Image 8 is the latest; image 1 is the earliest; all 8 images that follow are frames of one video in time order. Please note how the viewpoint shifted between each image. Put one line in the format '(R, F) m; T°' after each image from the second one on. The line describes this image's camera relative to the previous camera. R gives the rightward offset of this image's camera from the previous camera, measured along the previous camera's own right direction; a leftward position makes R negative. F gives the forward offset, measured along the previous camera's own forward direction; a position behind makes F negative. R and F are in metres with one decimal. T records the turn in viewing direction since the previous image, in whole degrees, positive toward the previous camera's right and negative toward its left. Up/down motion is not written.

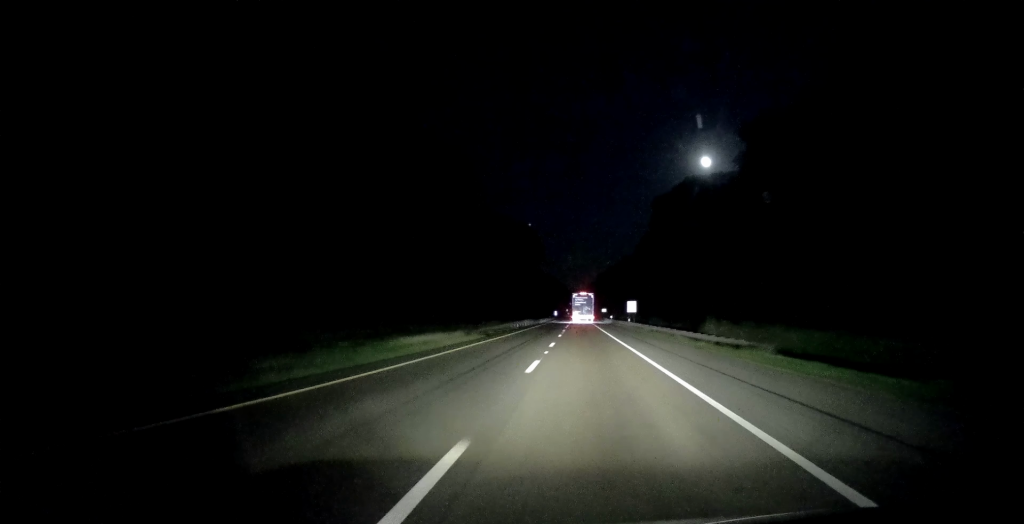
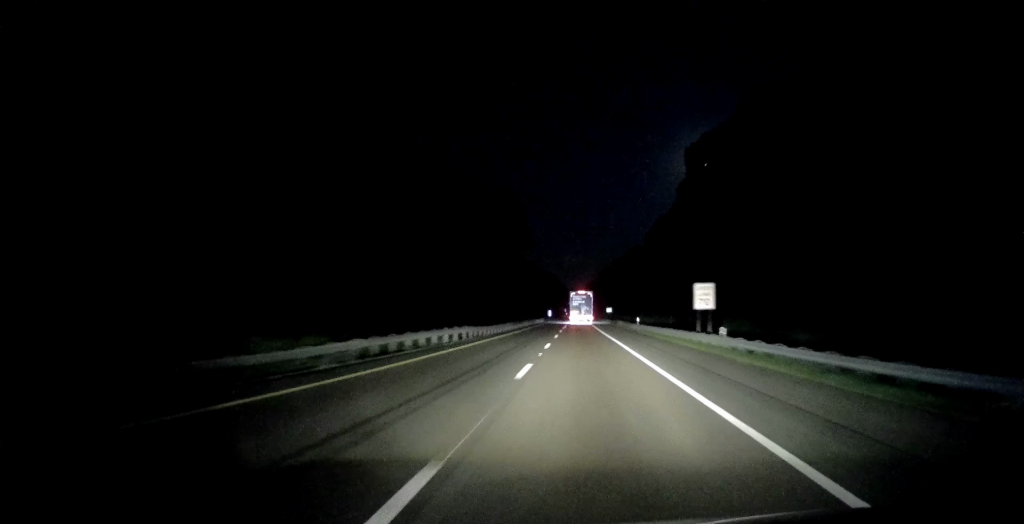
(+0.1, +50.7) m; 0°
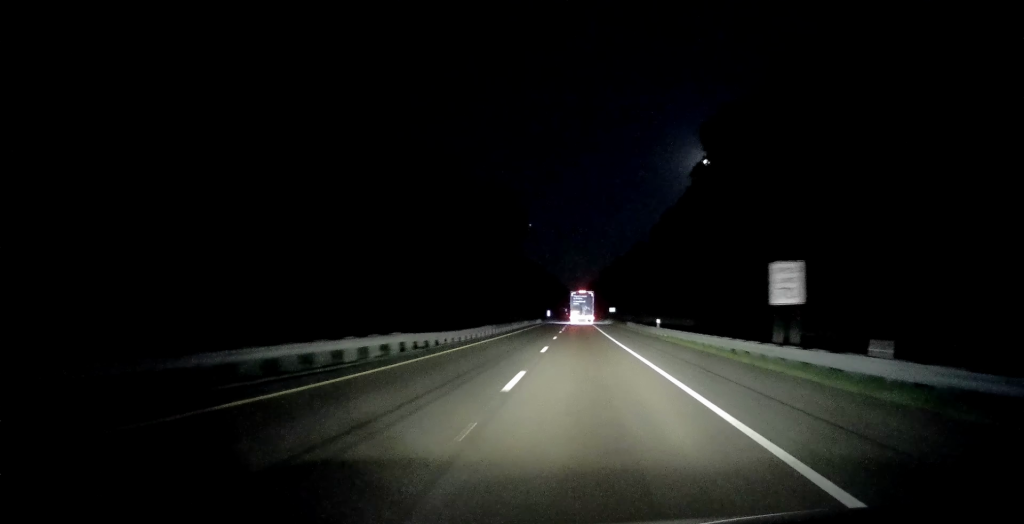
(0.0, +14.4) m; 0°
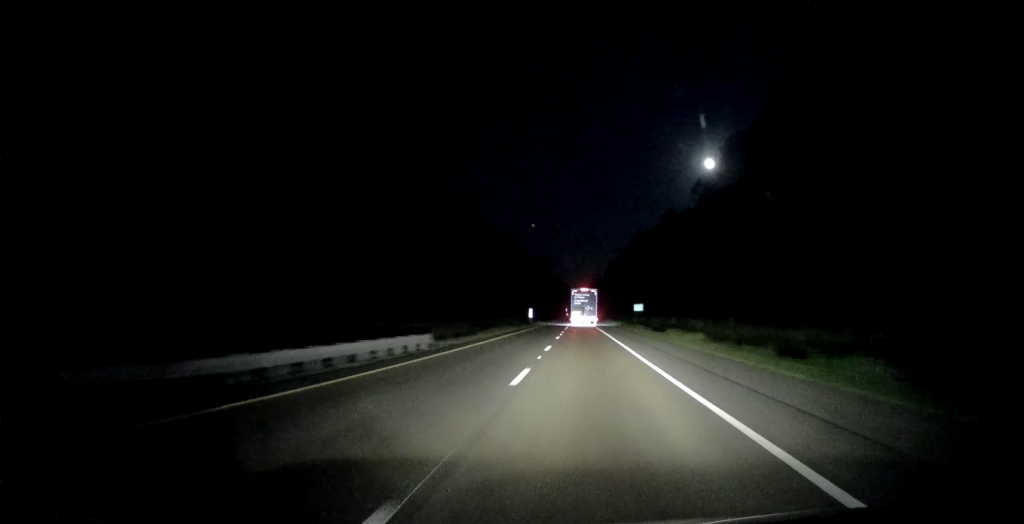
(+1.0, +83.7) m; +1°
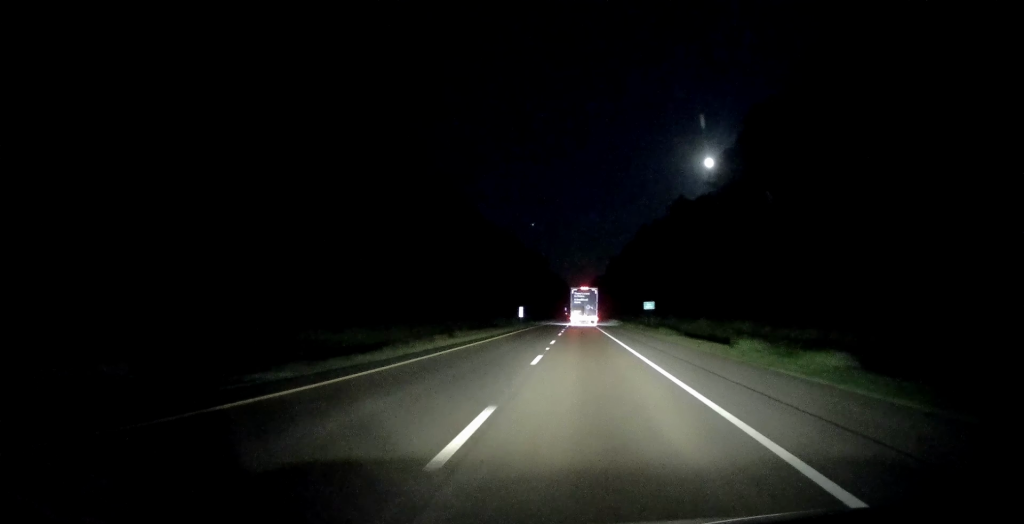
(-0.2, +19.0) m; -1°
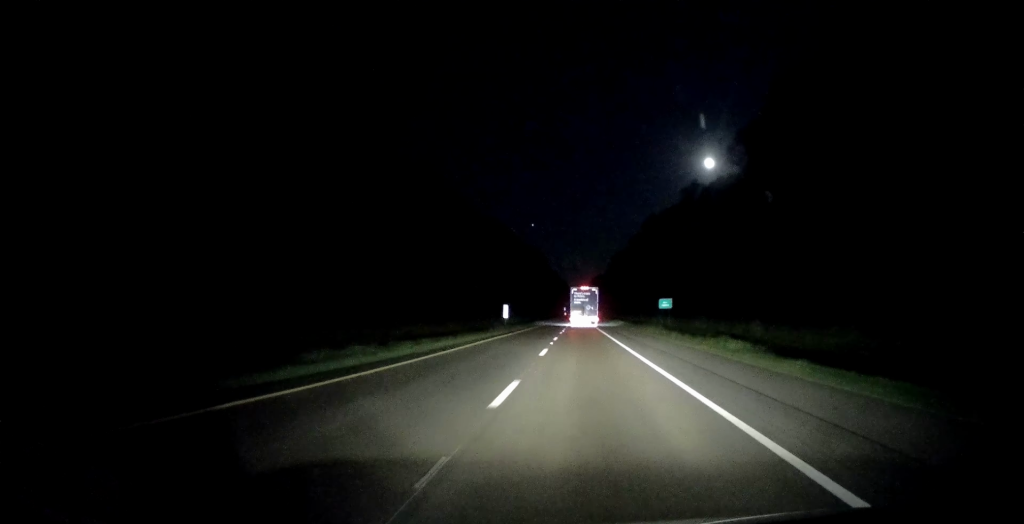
(-0.3, +20.2) m; -1°
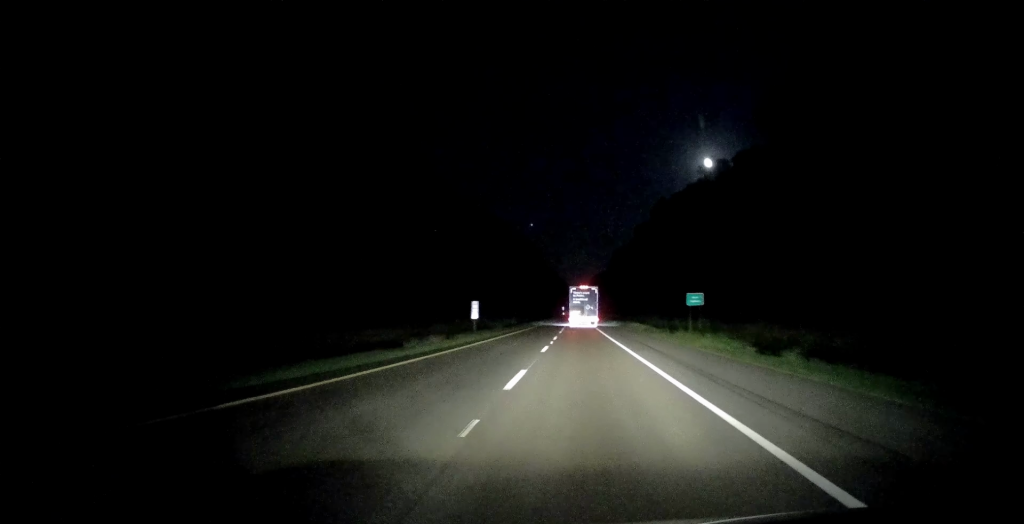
(0.0, +22.4) m; 0°
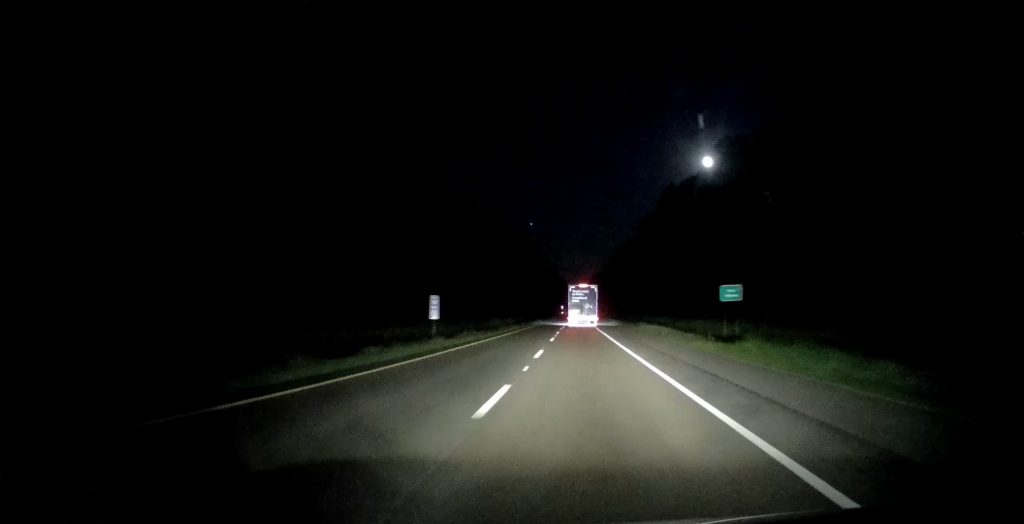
(-0.1, +15.3) m; 0°
